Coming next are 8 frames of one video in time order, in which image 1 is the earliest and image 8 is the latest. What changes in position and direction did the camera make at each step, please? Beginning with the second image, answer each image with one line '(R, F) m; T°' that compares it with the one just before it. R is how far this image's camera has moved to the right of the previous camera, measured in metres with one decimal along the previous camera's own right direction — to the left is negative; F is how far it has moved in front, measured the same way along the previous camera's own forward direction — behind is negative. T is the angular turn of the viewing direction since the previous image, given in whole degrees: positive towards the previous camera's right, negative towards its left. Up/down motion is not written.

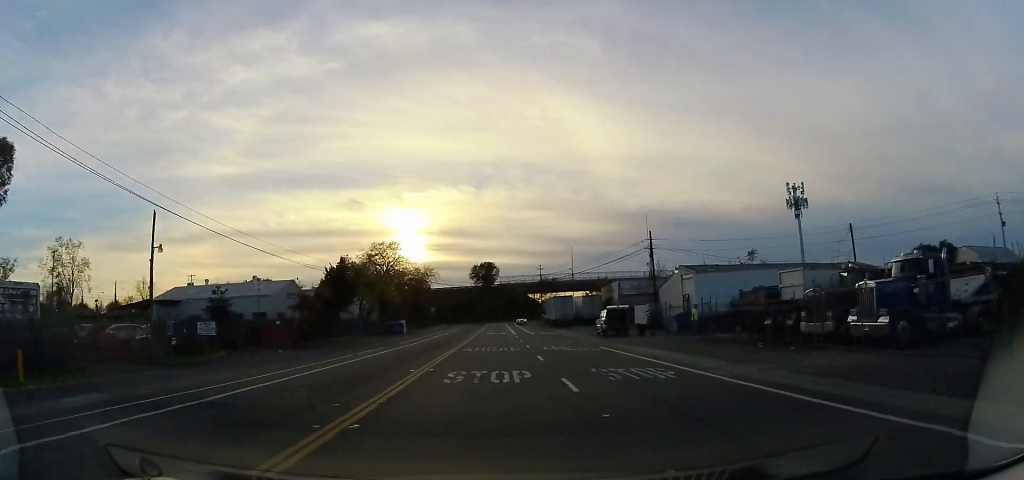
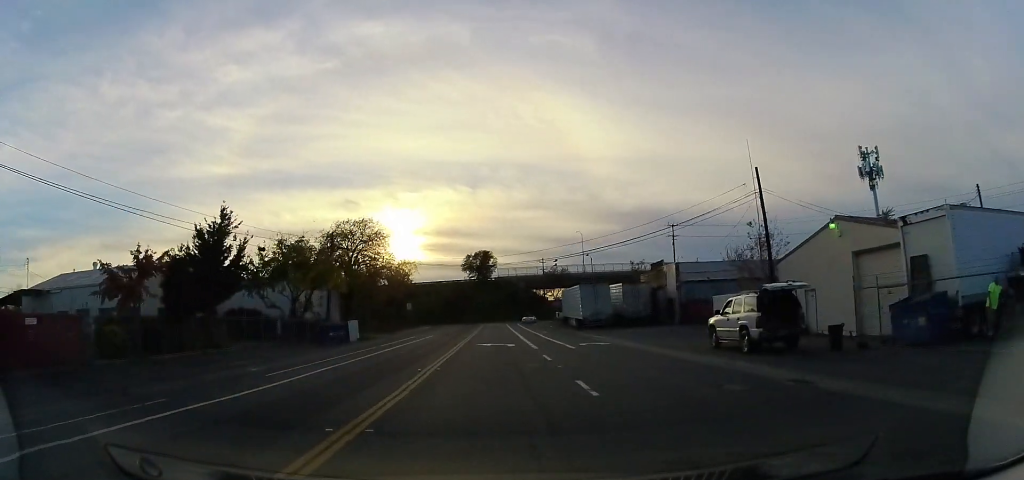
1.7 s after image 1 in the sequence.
(+1.0, +24.4) m; +3°
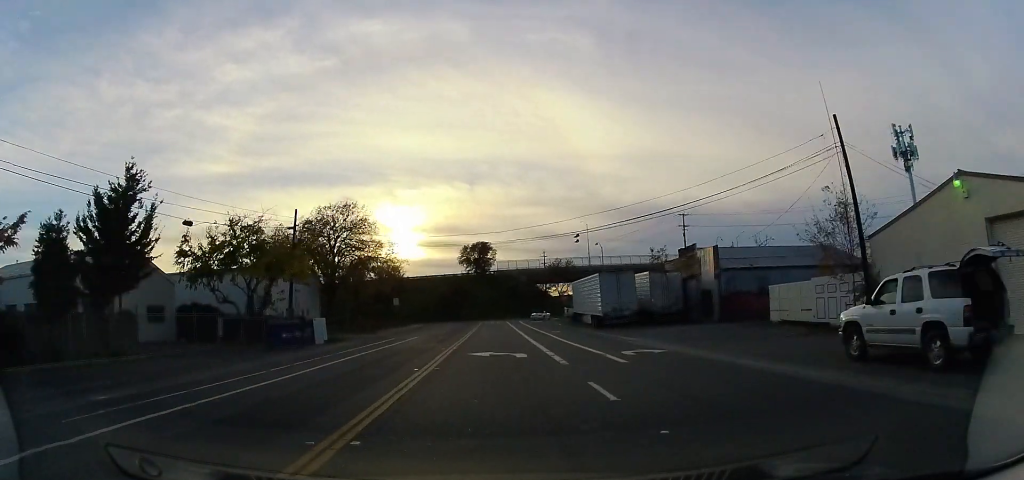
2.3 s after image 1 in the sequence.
(+0.1, +8.9) m; 0°
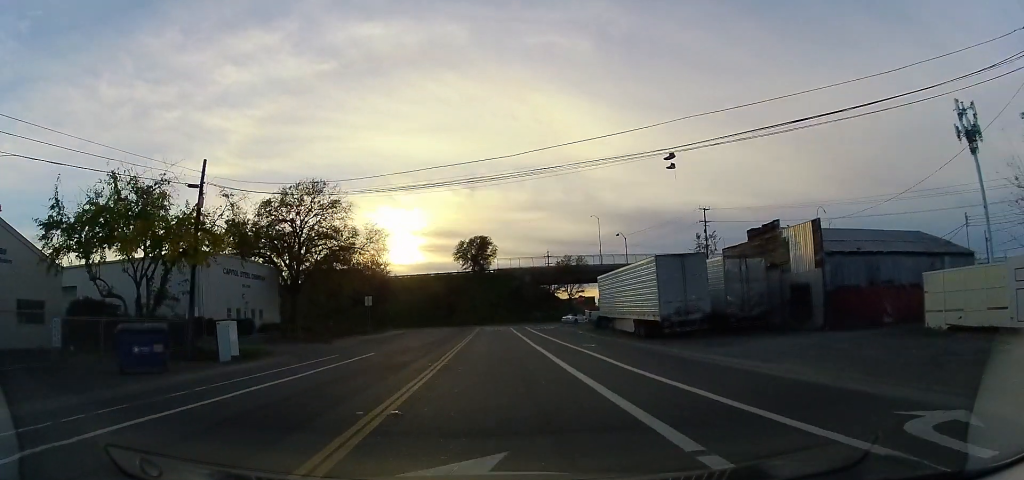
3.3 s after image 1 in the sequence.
(0.0, +13.5) m; -2°
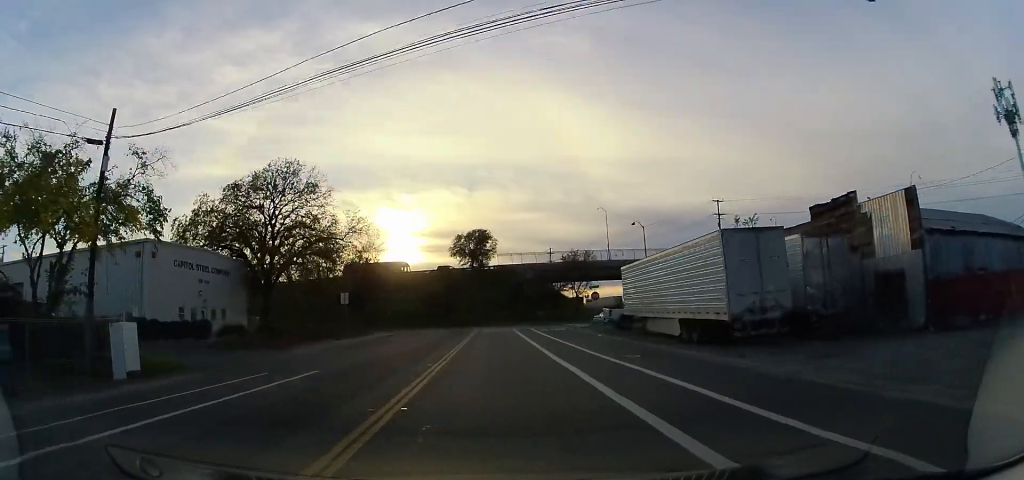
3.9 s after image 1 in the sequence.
(0.0, +7.7) m; -2°
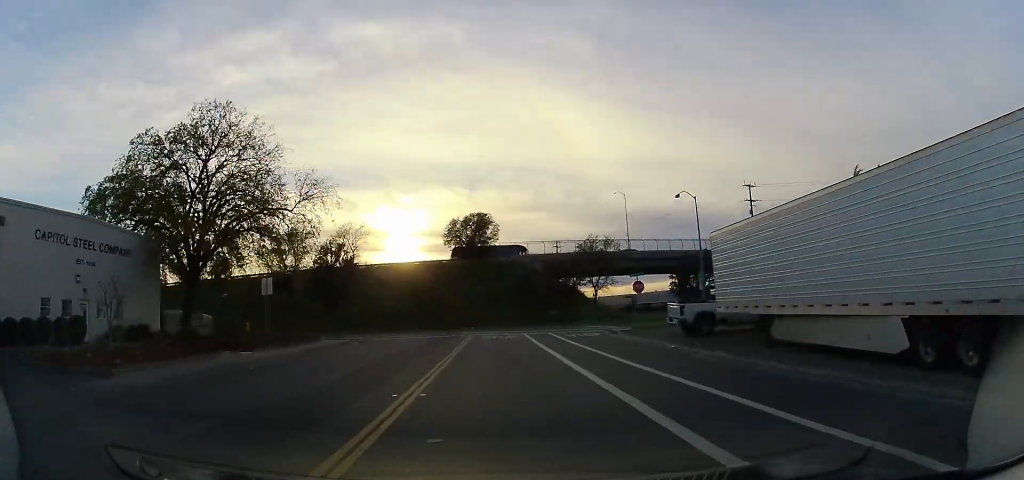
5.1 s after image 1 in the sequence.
(-0.4, +14.5) m; +2°
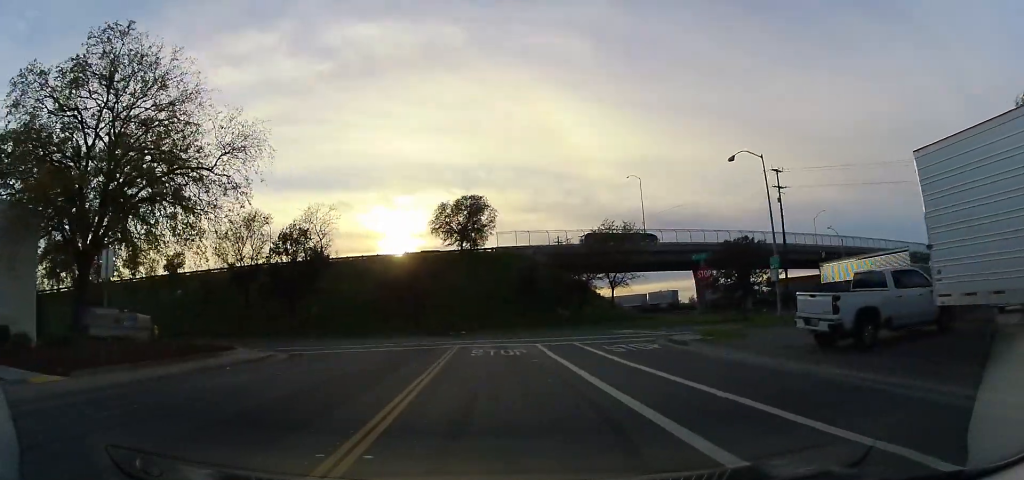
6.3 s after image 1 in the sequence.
(+0.8, +12.4) m; +5°
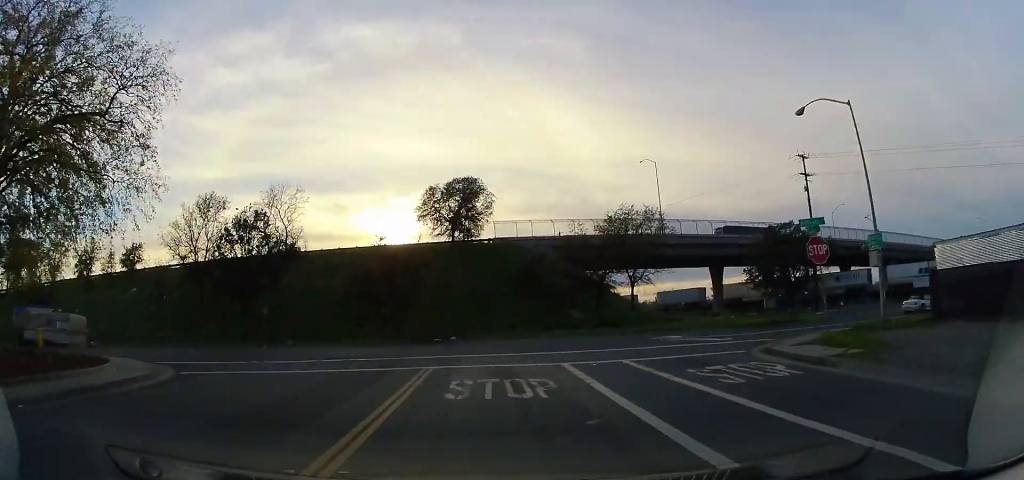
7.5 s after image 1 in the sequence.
(+0.1, +10.4) m; 0°
